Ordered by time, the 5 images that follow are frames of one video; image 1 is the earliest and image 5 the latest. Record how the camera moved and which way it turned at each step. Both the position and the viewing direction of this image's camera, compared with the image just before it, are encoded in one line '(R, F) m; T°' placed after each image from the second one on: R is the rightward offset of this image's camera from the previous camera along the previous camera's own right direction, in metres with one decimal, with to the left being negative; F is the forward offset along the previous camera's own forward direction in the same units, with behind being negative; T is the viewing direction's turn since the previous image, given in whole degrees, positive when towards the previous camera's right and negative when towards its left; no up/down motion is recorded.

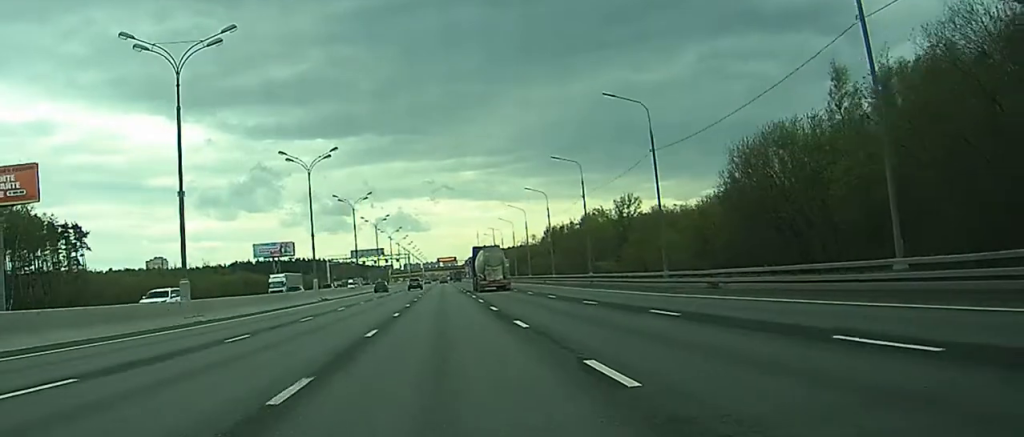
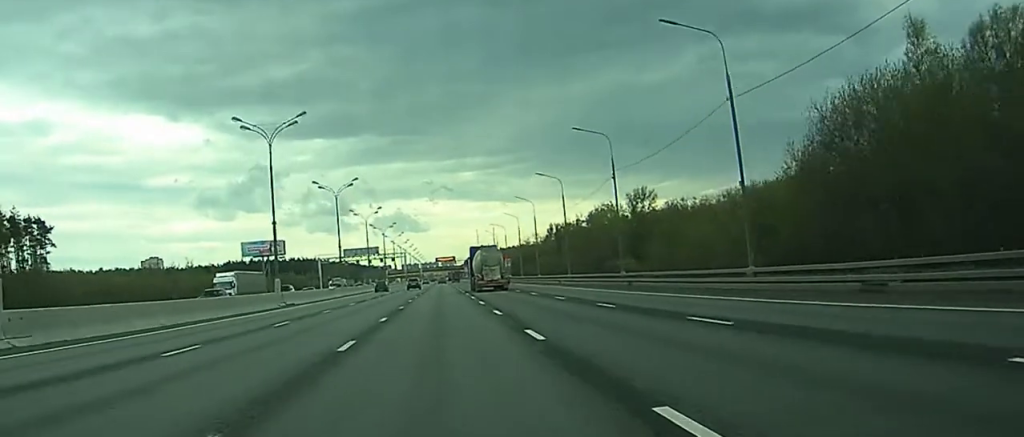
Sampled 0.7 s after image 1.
(+0.1, +13.8) m; 0°
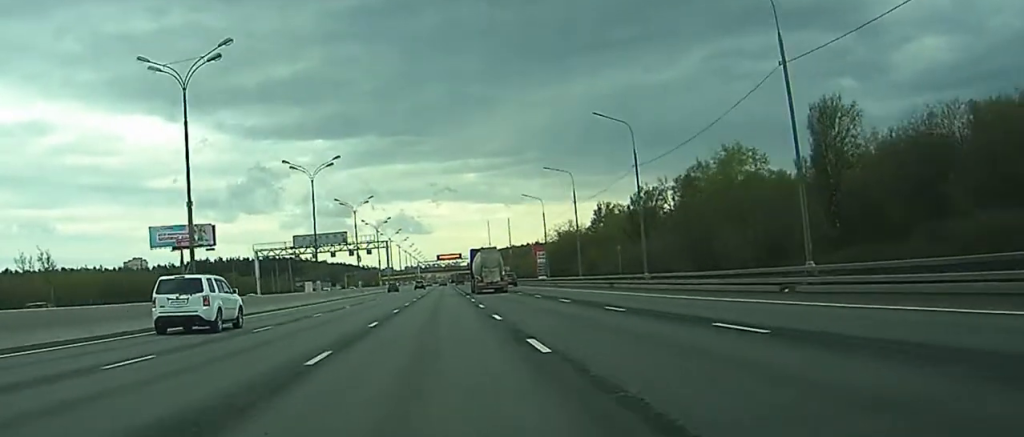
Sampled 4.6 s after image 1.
(-0.3, +96.4) m; 0°
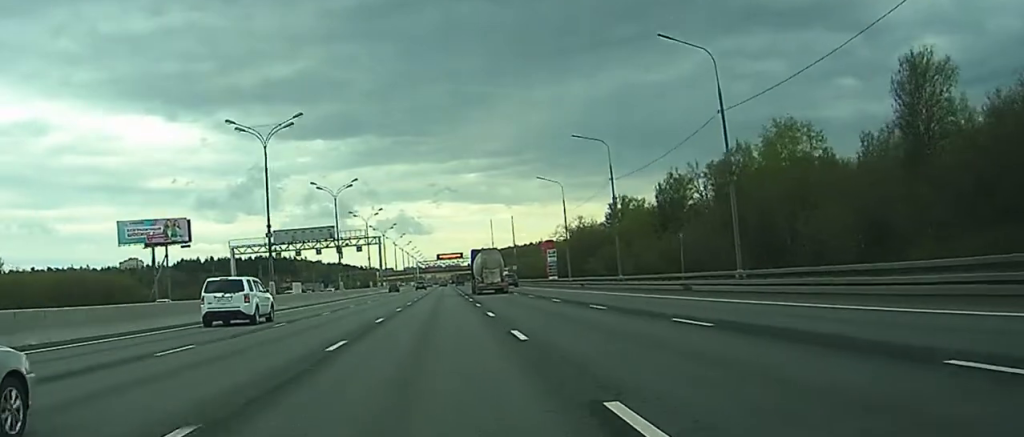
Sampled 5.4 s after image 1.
(0.0, +19.9) m; 0°
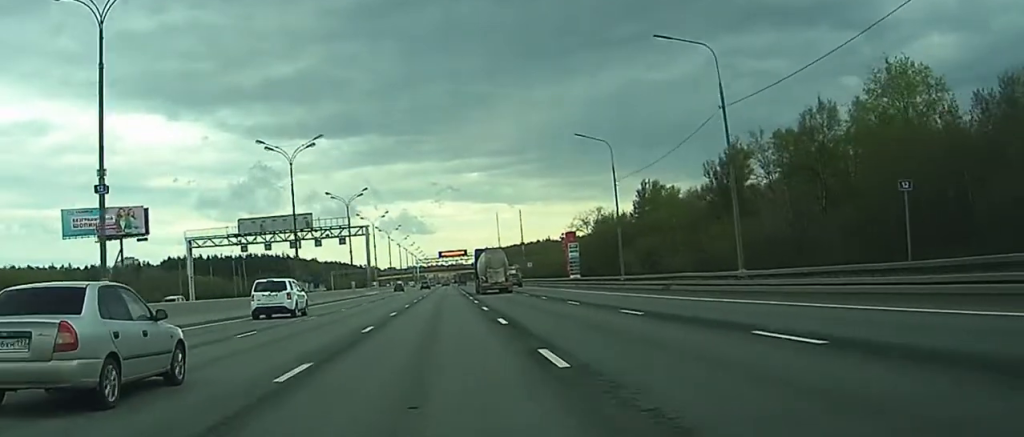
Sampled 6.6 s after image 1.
(-0.1, +27.0) m; 0°
